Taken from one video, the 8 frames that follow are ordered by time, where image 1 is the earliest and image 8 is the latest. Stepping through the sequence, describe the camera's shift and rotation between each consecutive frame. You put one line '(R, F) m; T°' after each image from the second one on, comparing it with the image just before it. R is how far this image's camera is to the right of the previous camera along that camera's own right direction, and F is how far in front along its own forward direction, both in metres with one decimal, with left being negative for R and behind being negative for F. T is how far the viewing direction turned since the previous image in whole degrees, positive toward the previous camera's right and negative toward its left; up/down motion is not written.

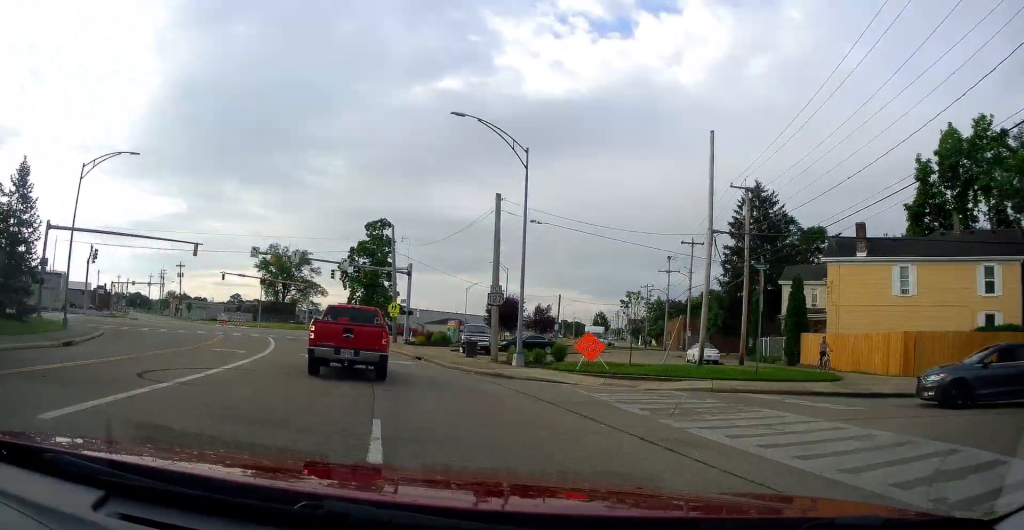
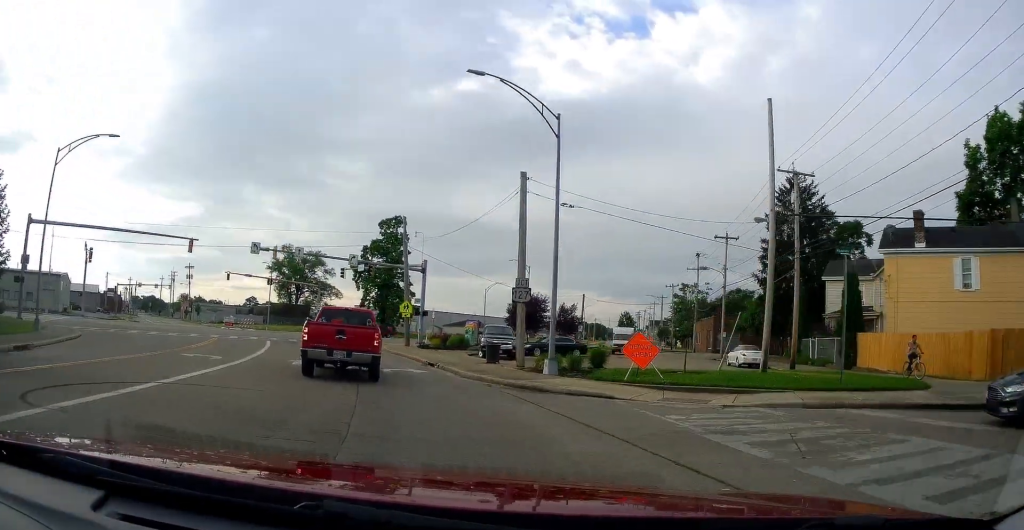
(-0.1, +3.9) m; -4°
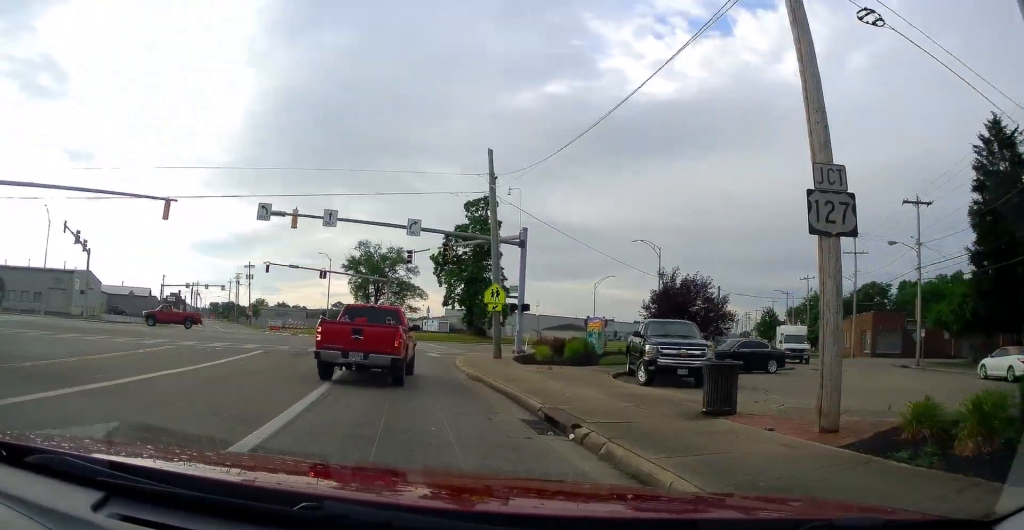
(-1.3, +15.6) m; -6°
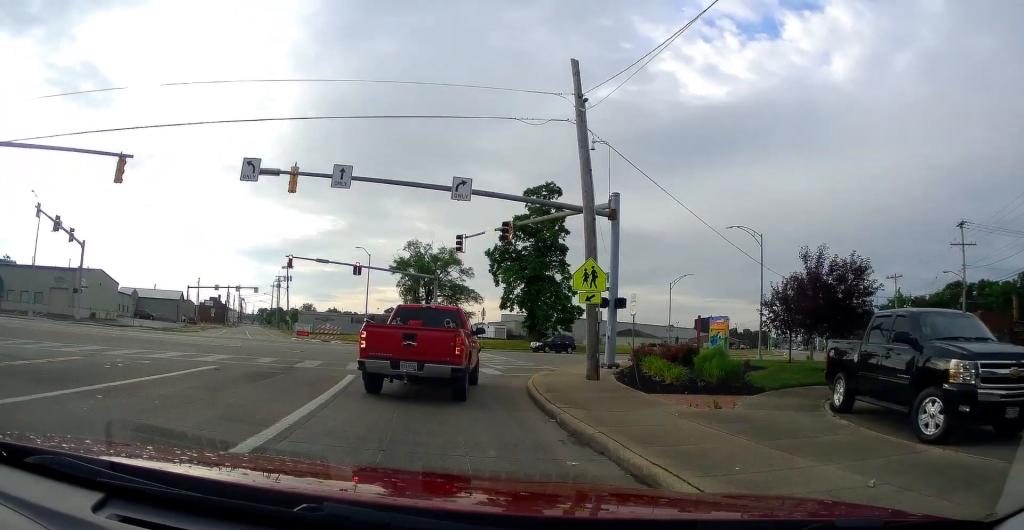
(-0.4, +9.4) m; -1°
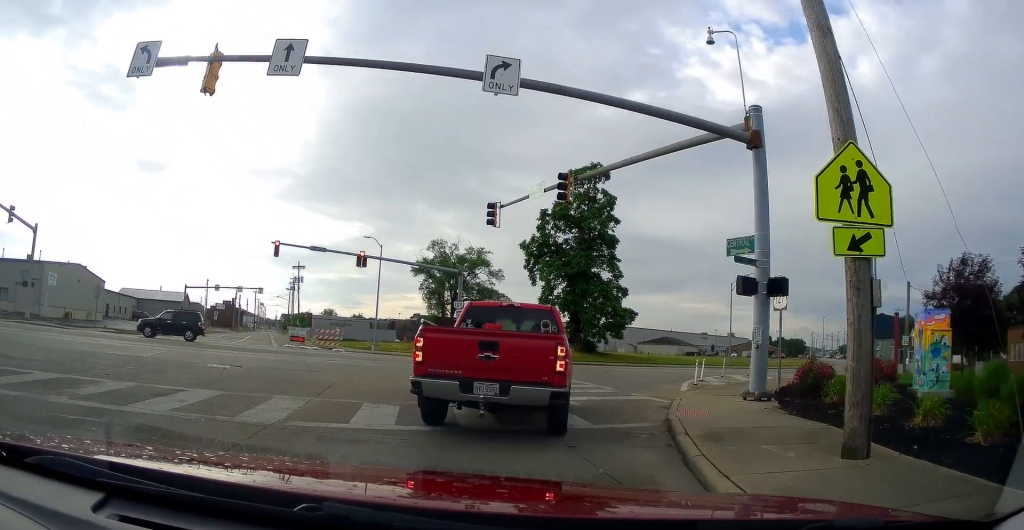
(-0.2, +10.9) m; -7°
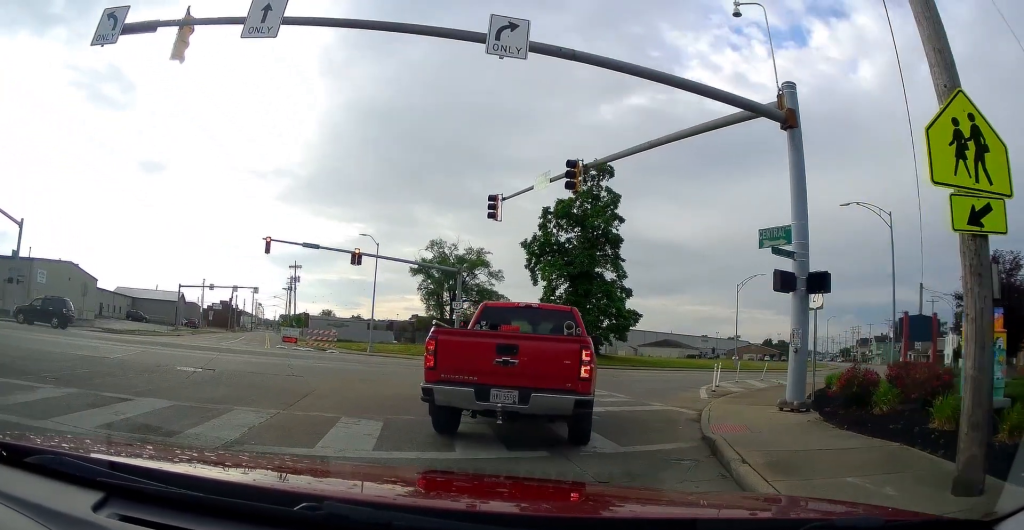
(-0.1, +1.9) m; -1°
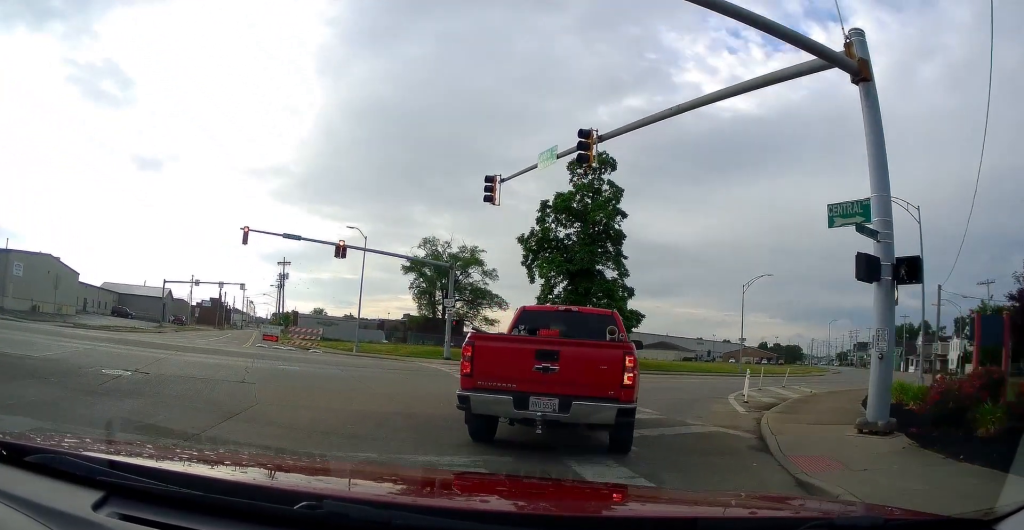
(+0.1, +3.1) m; +4°
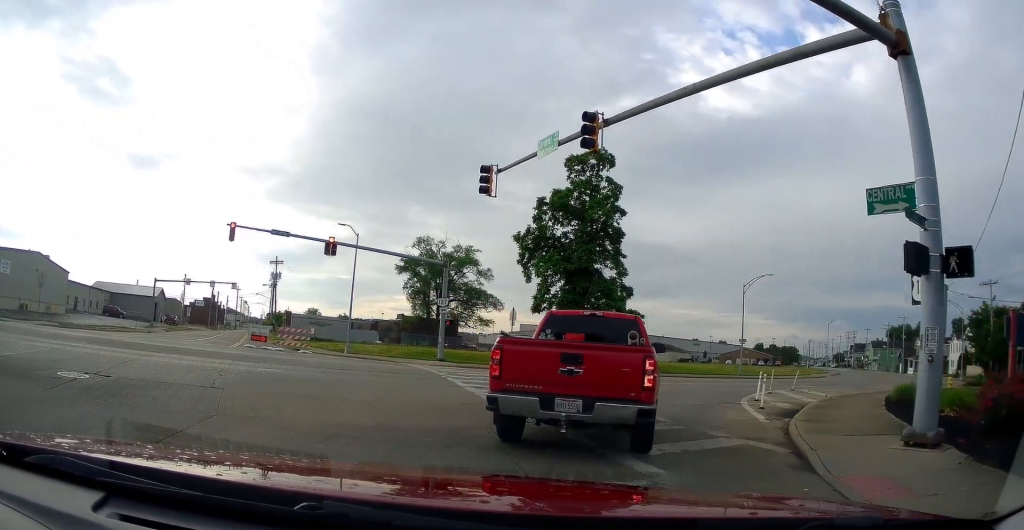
(0.0, +1.3) m; +4°
